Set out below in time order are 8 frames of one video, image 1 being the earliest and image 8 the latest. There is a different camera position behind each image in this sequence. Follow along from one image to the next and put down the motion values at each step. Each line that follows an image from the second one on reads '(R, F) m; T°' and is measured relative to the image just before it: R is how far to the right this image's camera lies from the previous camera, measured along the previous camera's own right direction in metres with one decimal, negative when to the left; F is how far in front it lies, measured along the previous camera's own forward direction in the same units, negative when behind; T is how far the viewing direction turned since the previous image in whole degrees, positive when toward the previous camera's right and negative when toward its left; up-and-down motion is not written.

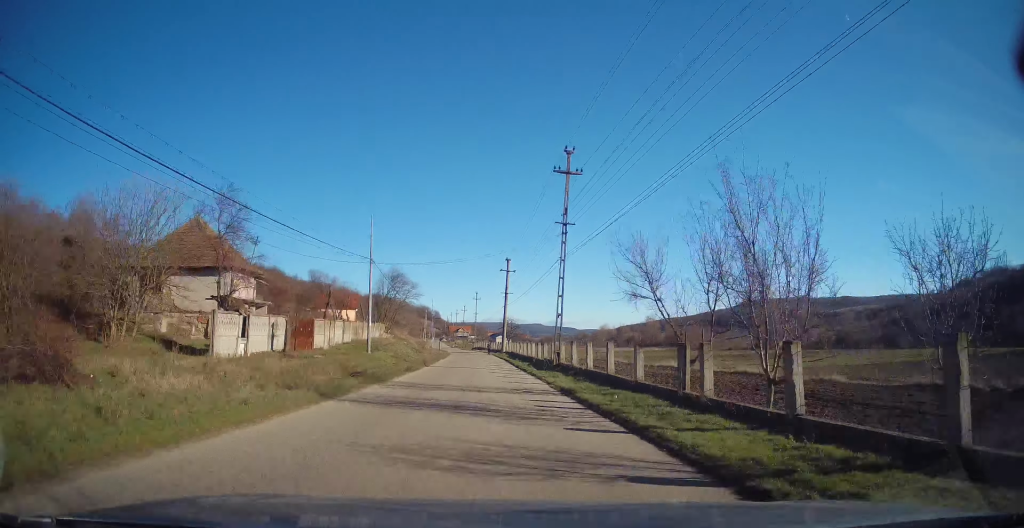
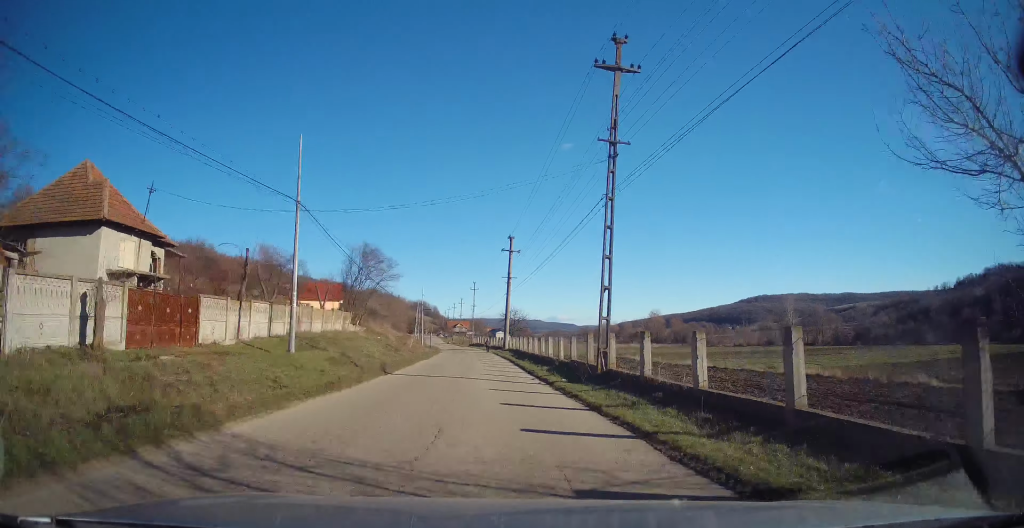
(+0.3, +12.0) m; -1°
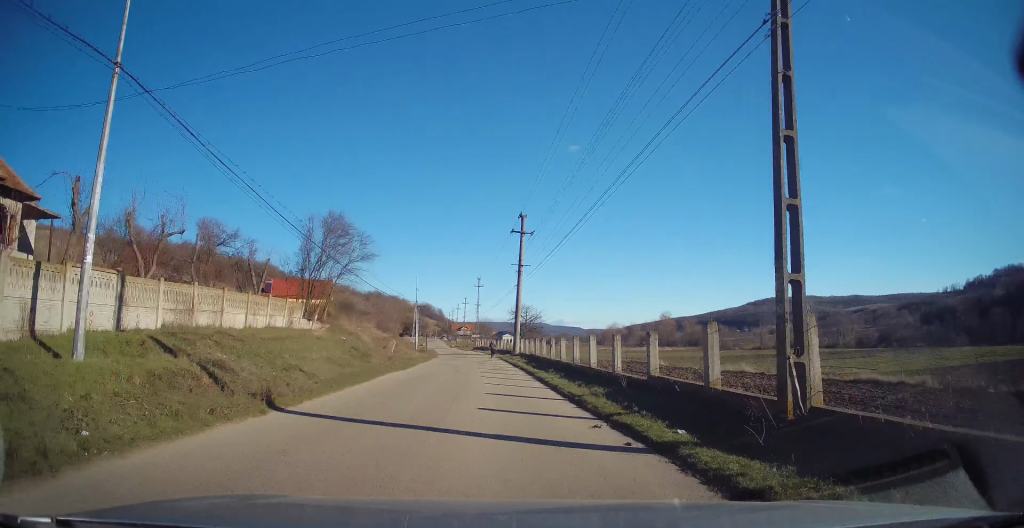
(-0.1, +10.8) m; -1°
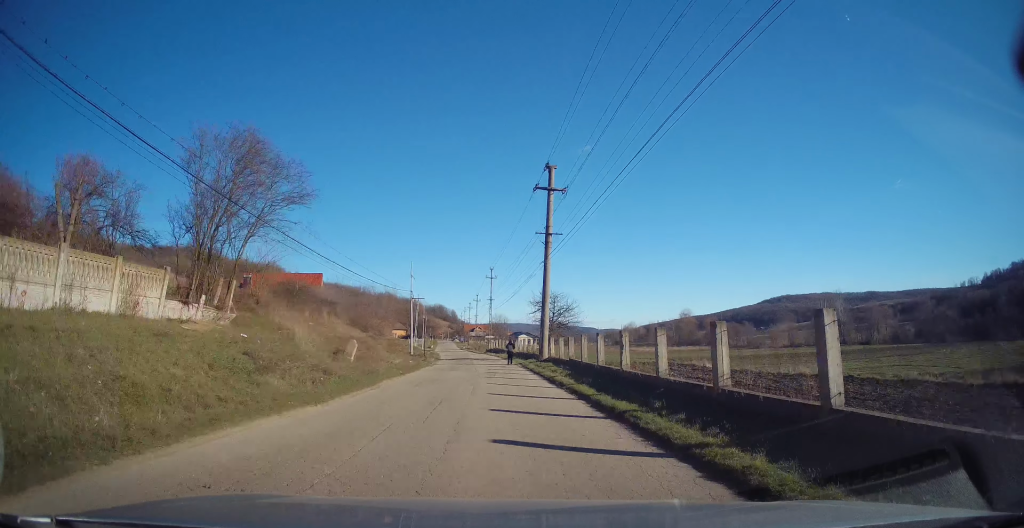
(-0.6, +13.0) m; -1°
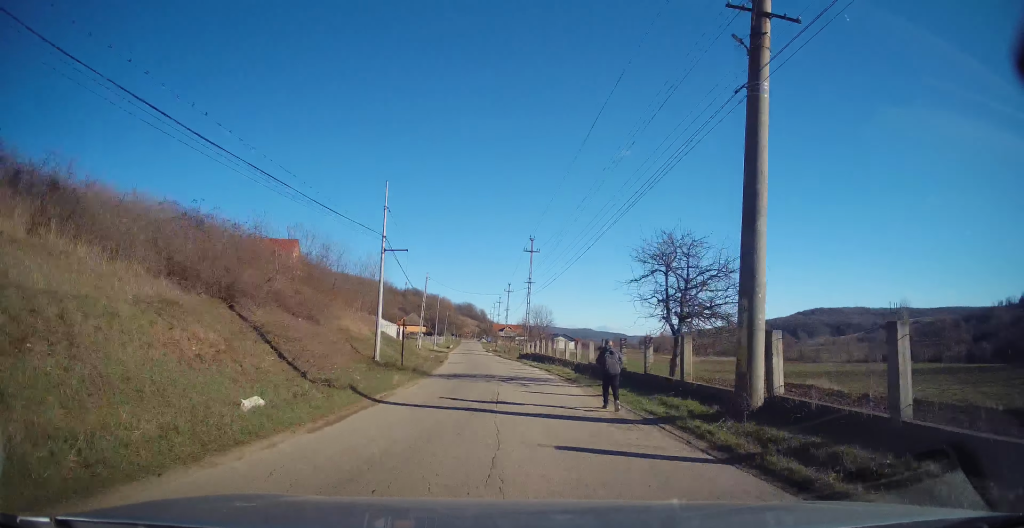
(+0.3, +23.2) m; -1°
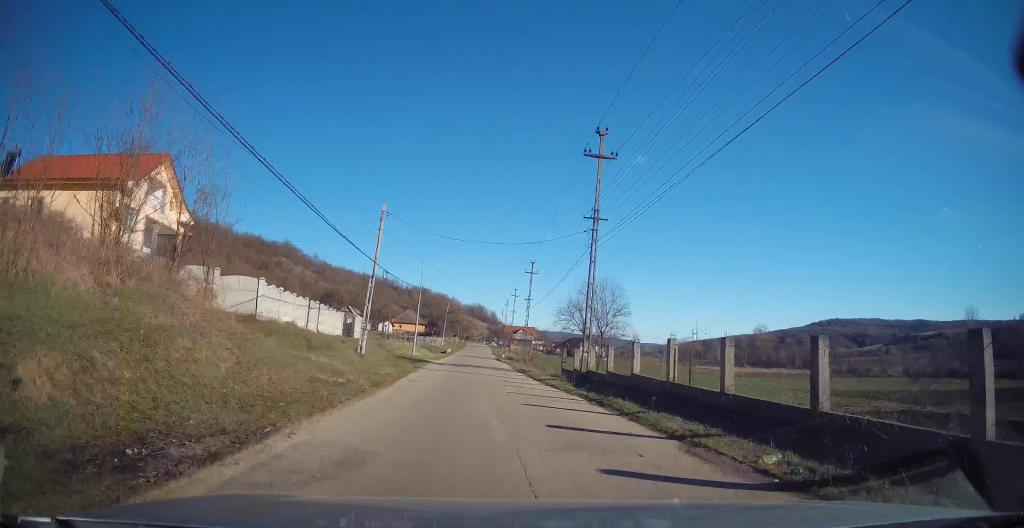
(-0.8, +28.5) m; -3°
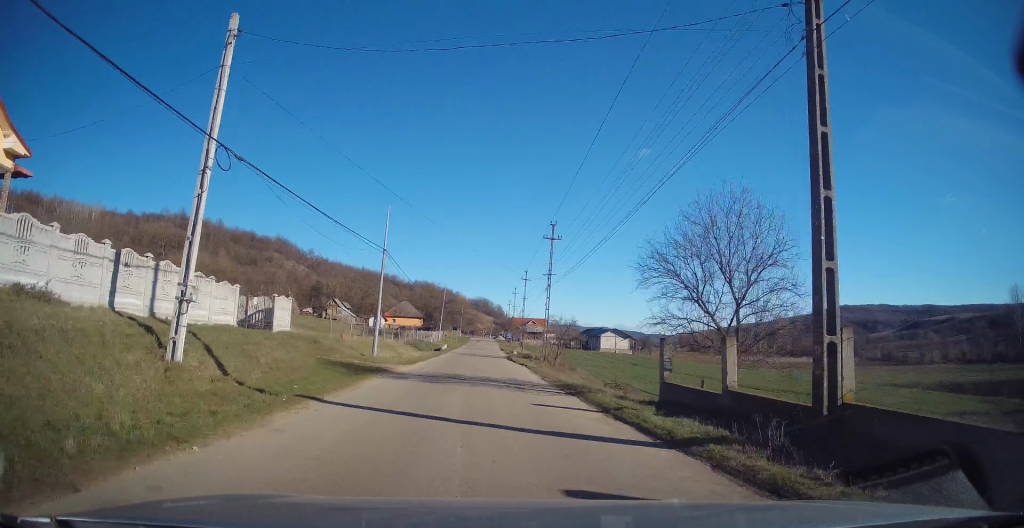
(-0.3, +17.3) m; 0°
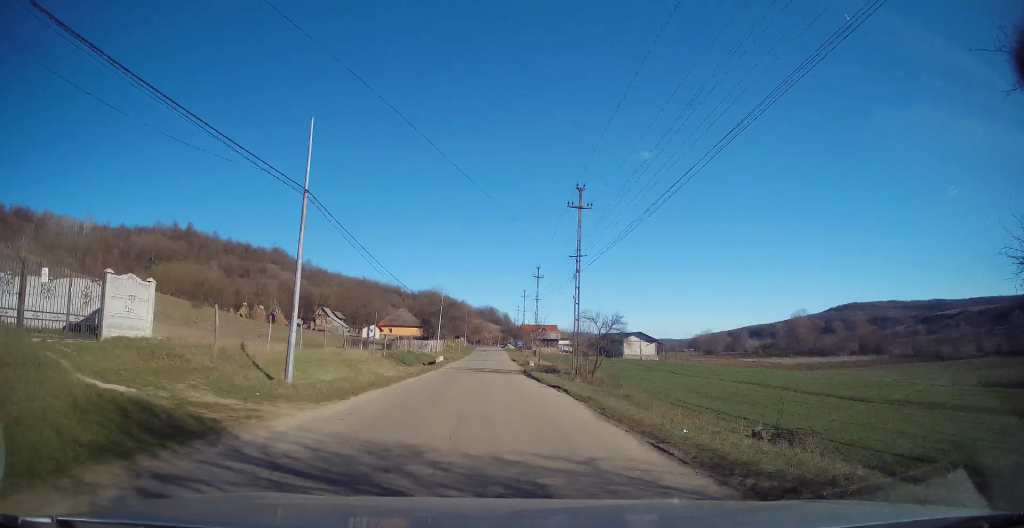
(+0.3, +12.8) m; 0°
